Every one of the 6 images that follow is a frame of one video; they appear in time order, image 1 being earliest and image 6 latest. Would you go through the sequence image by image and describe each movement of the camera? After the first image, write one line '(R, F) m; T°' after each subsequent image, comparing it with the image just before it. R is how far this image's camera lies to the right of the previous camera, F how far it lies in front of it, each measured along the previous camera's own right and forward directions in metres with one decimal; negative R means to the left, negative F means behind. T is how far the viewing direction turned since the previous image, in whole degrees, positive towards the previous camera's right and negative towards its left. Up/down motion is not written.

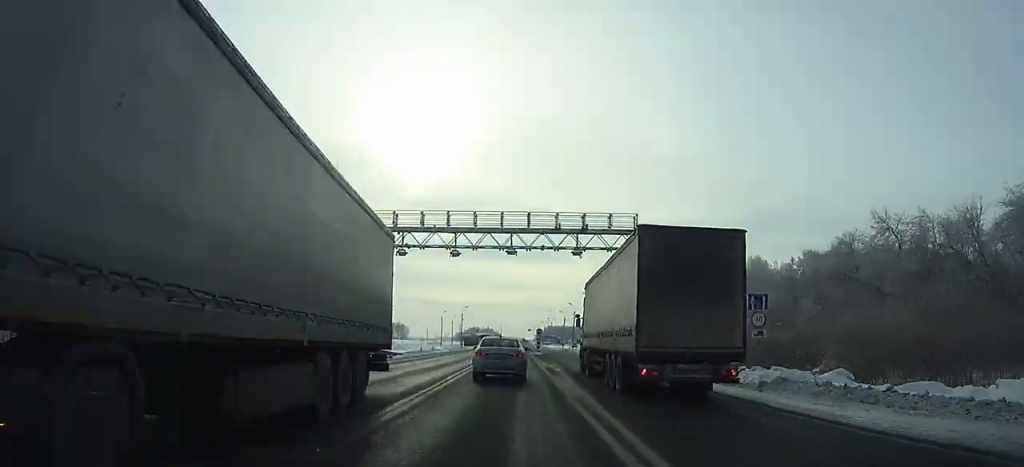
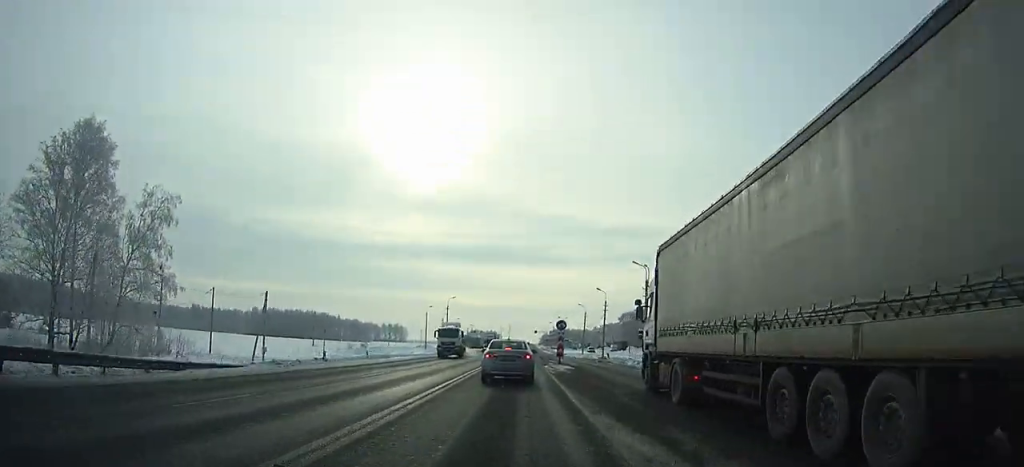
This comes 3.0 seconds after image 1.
(-0.2, +32.1) m; 0°
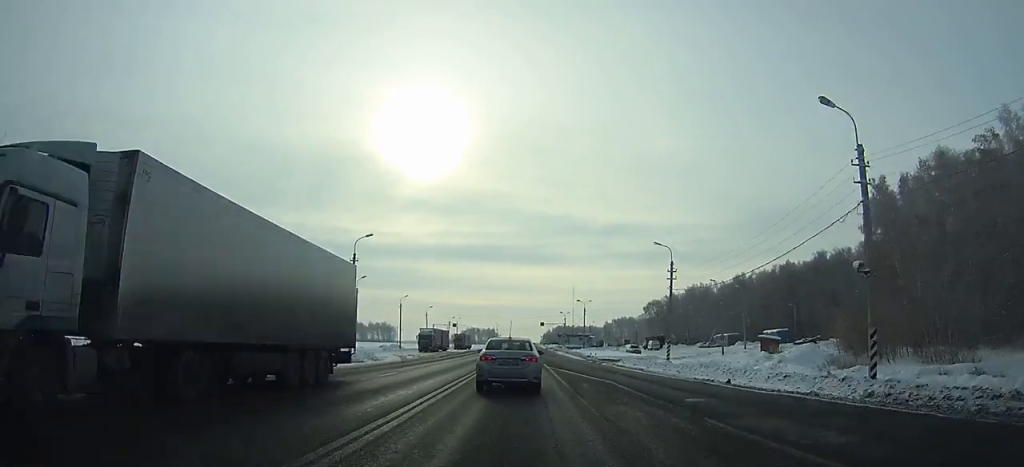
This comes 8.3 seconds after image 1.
(0.0, +55.2) m; 0°
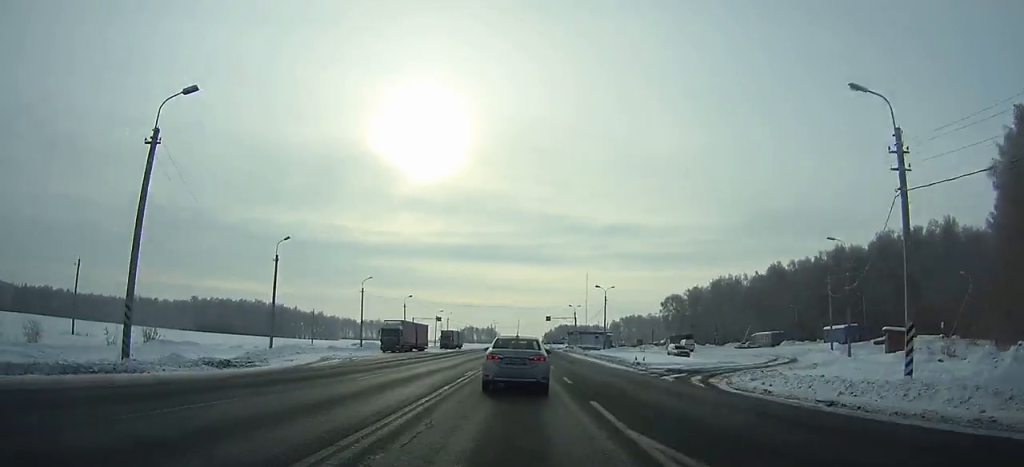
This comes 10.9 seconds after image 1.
(0.0, +26.5) m; 0°
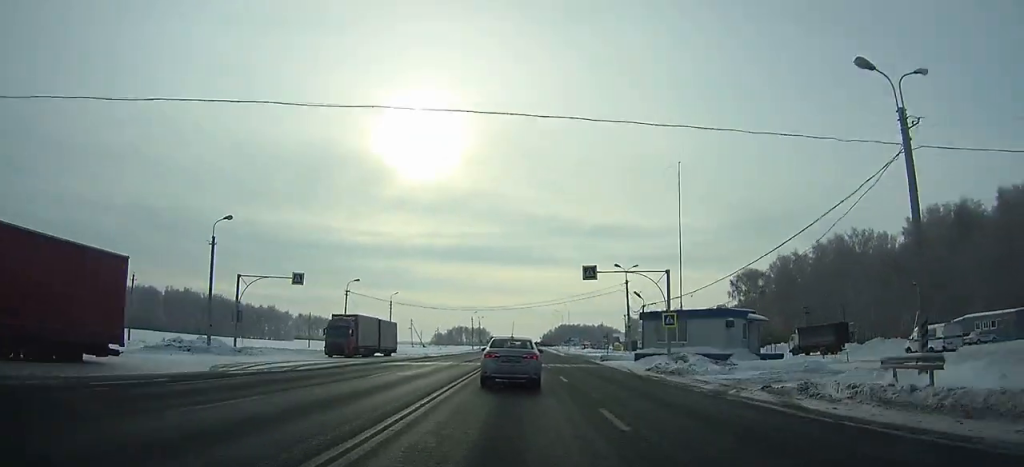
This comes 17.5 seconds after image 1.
(+0.2, +68.8) m; +1°
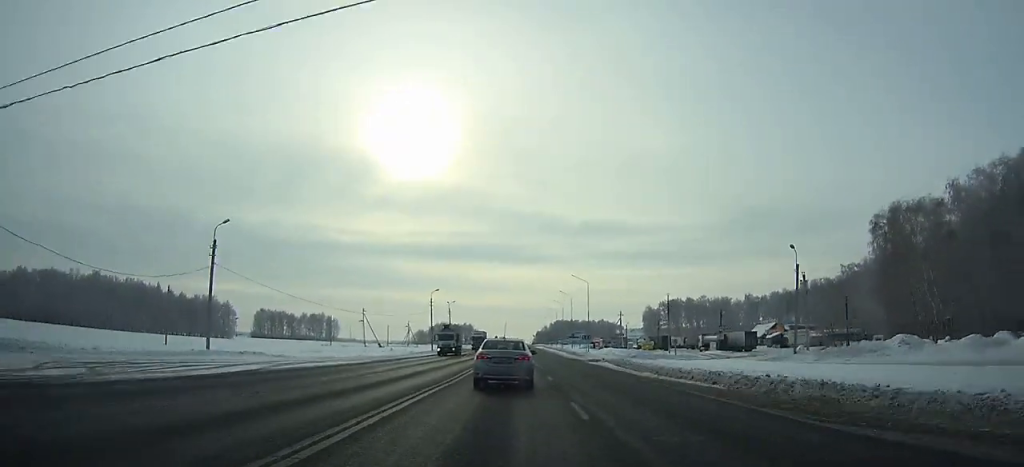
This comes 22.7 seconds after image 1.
(+0.5, +59.5) m; +1°
